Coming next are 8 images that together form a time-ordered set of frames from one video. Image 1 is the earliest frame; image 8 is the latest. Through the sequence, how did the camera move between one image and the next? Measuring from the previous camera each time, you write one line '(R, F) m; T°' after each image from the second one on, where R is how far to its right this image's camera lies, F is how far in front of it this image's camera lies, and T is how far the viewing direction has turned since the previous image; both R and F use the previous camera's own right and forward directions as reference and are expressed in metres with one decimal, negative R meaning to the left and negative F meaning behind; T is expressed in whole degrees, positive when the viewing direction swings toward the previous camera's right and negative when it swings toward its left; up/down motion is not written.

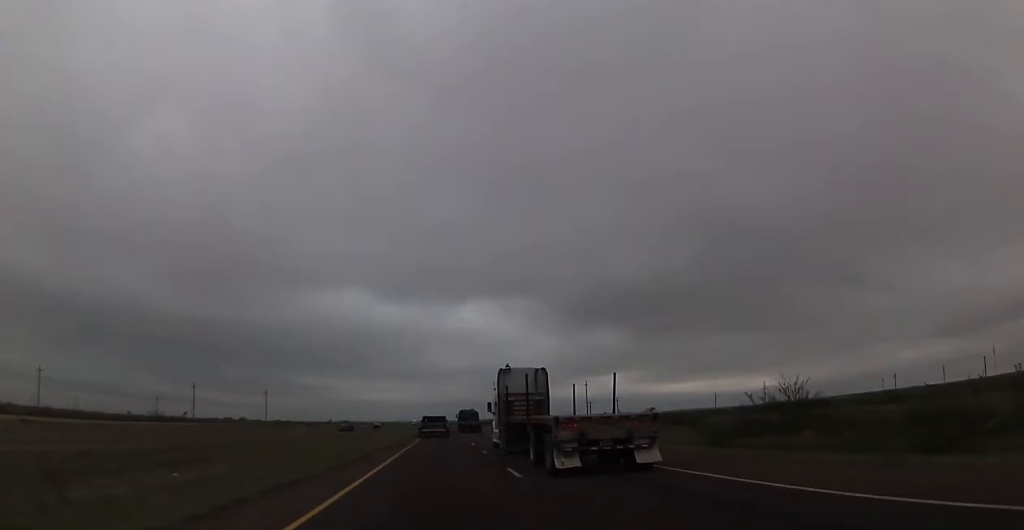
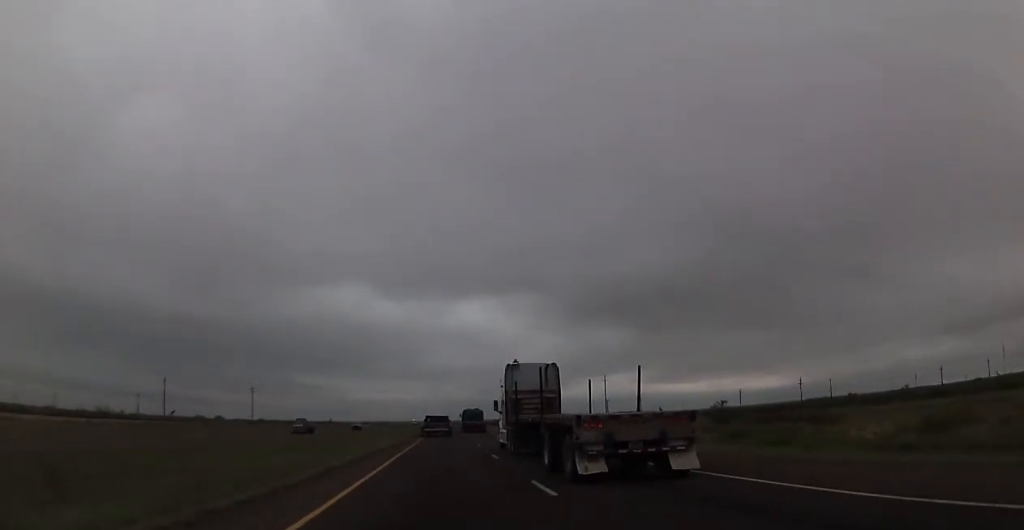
(+0.2, +29.0) m; 0°
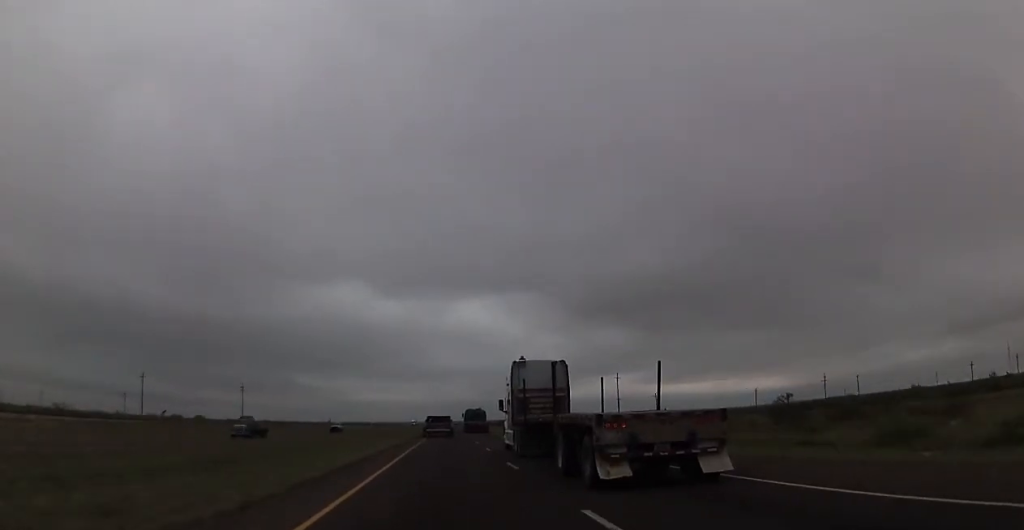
(-0.2, +17.4) m; 0°
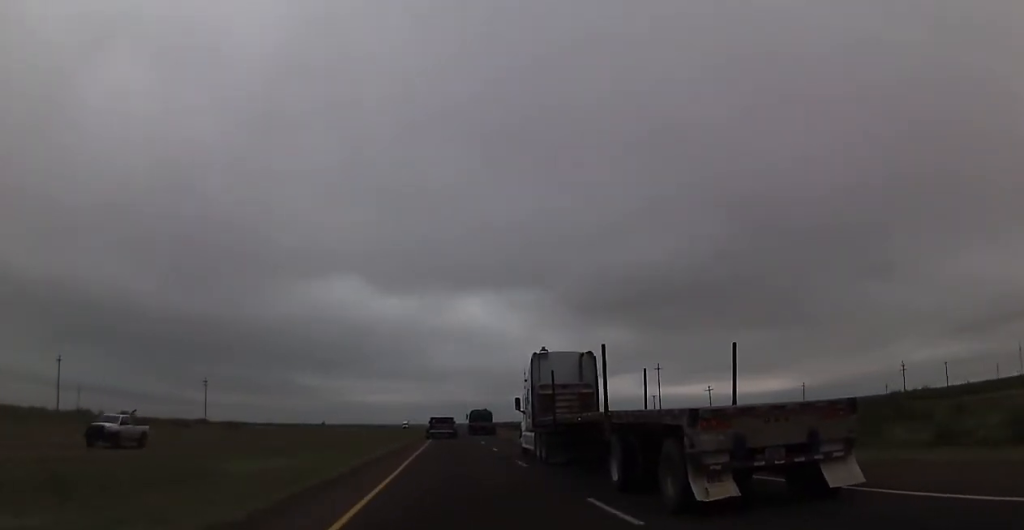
(-0.4, +47.7) m; 0°
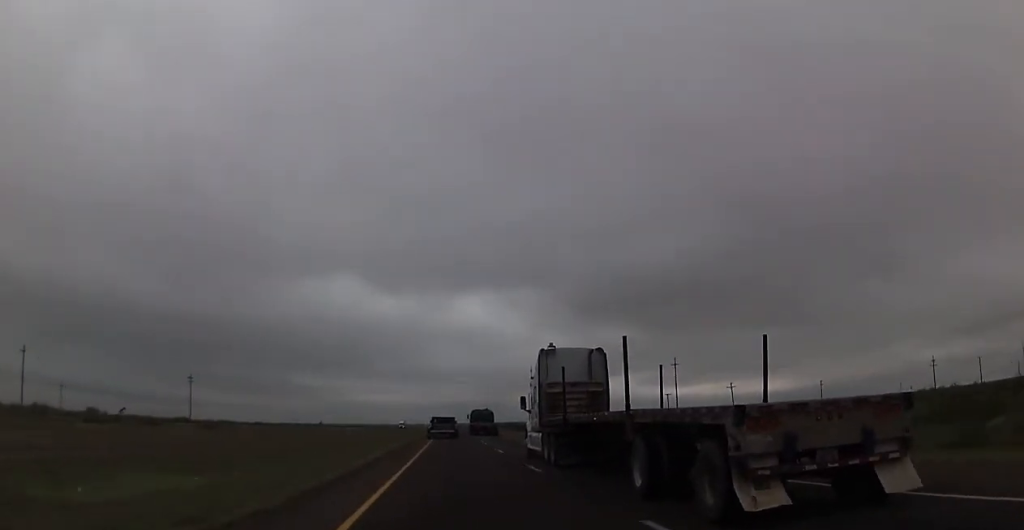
(0.0, +15.1) m; 0°
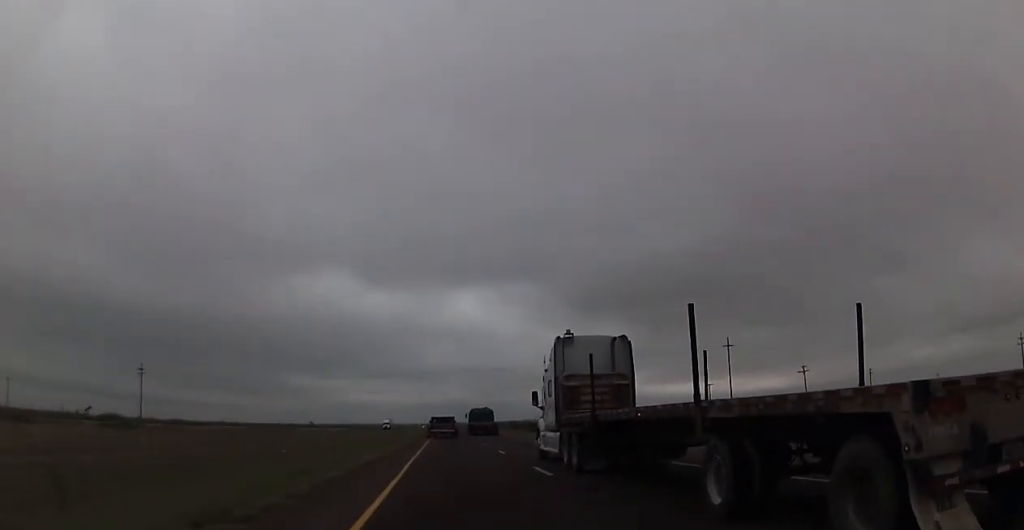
(+0.1, +38.4) m; 0°
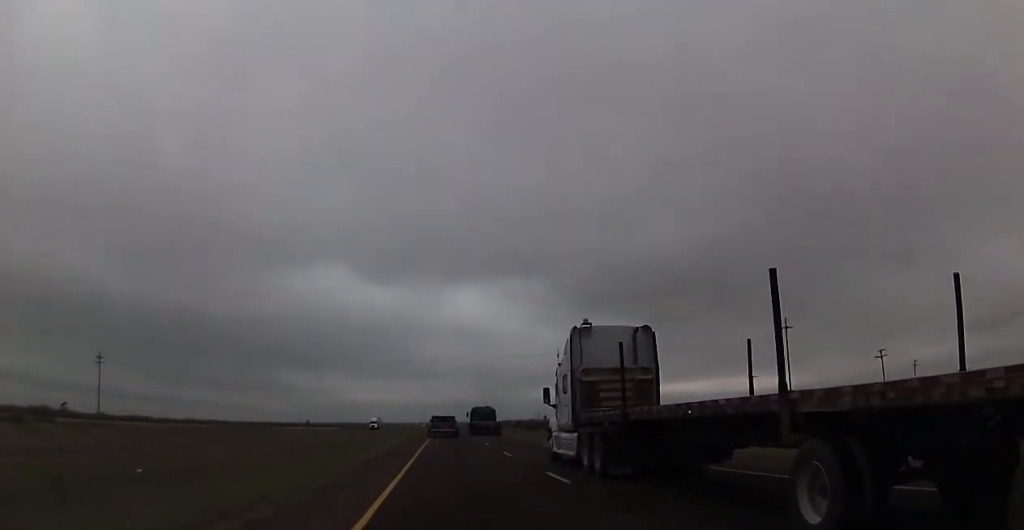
(+0.1, +26.7) m; 0°
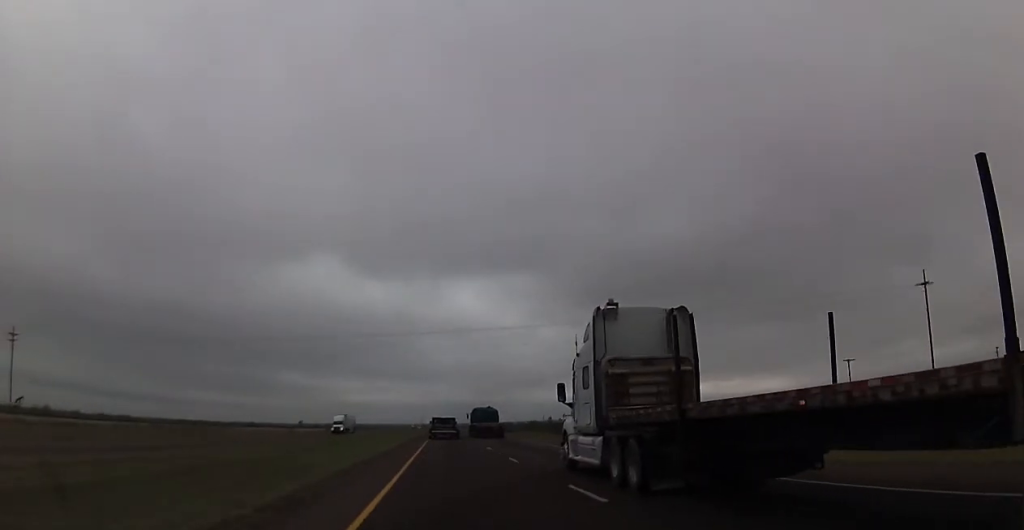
(-0.1, +40.2) m; 0°
